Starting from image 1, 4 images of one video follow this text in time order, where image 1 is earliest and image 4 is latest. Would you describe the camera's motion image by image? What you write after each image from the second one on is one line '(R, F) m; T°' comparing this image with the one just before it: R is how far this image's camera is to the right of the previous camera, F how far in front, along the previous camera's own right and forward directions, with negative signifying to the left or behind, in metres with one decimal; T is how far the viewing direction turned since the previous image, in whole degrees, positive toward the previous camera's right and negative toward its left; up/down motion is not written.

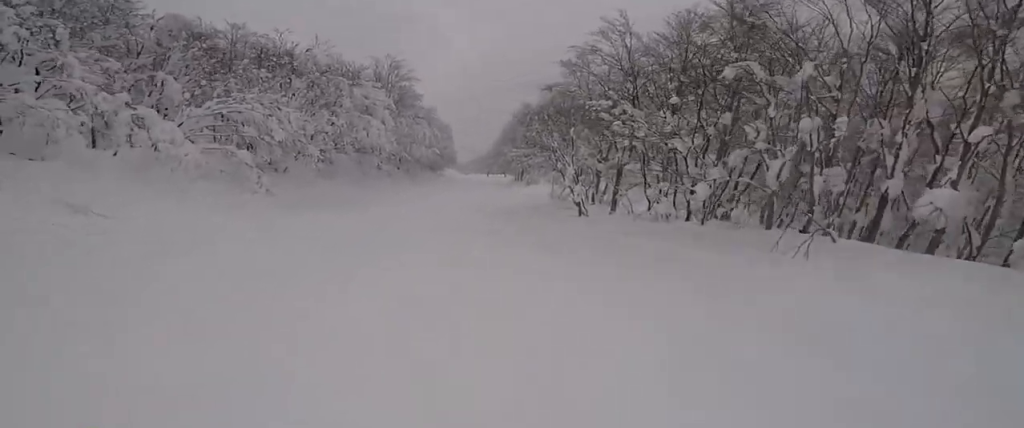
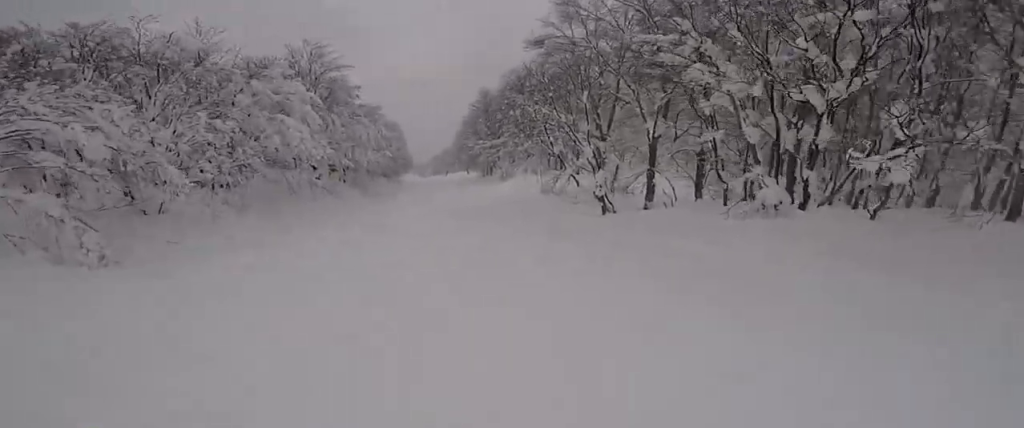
(+0.7, +6.0) m; 0°
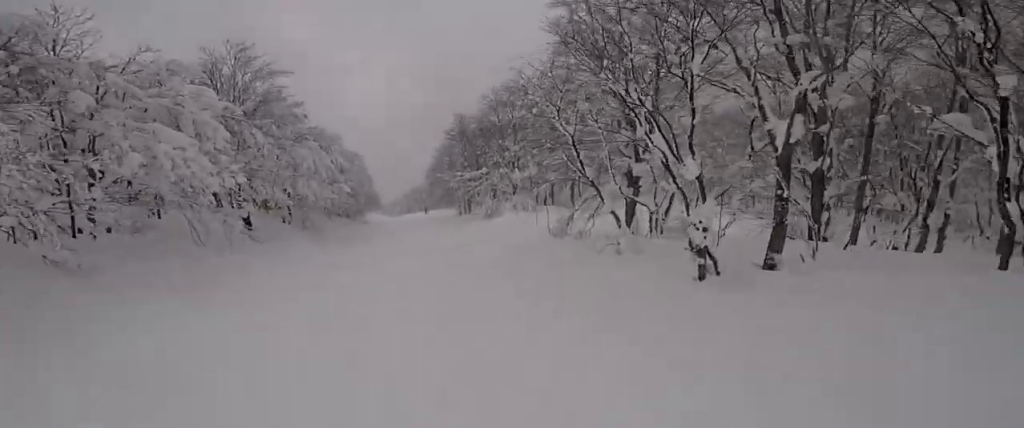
(-0.3, +6.3) m; +2°
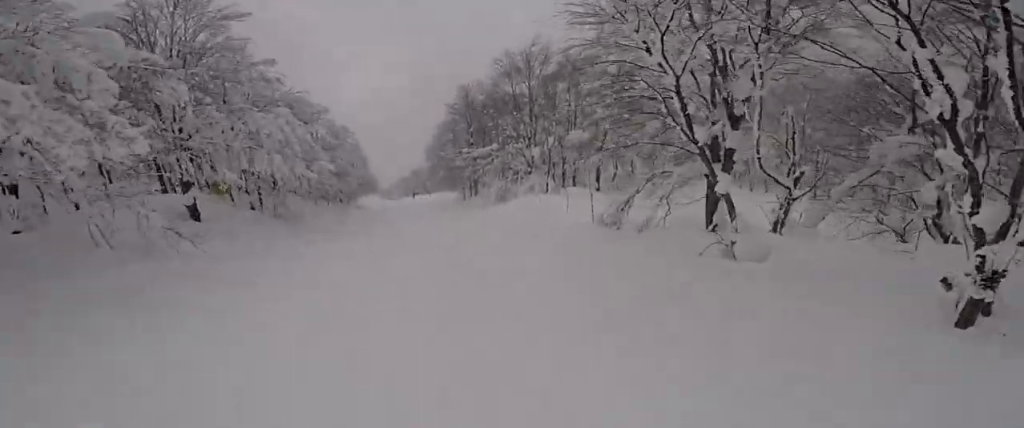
(+0.5, +4.2) m; +2°
